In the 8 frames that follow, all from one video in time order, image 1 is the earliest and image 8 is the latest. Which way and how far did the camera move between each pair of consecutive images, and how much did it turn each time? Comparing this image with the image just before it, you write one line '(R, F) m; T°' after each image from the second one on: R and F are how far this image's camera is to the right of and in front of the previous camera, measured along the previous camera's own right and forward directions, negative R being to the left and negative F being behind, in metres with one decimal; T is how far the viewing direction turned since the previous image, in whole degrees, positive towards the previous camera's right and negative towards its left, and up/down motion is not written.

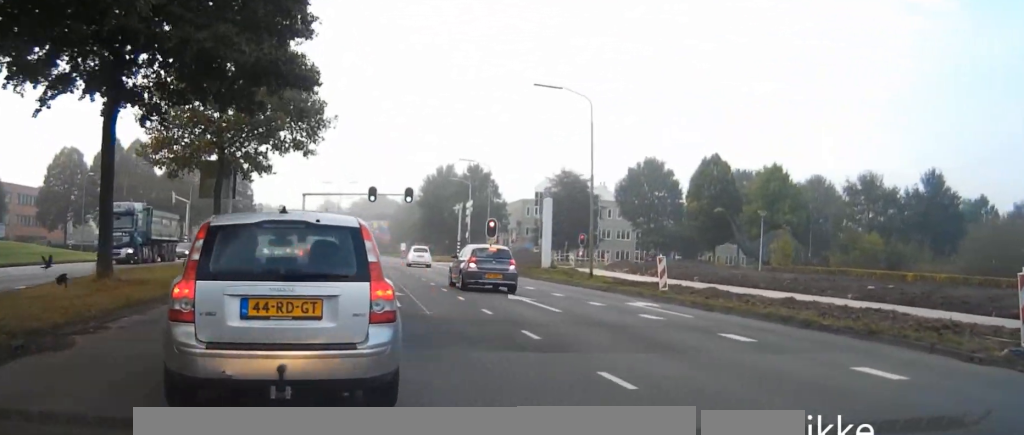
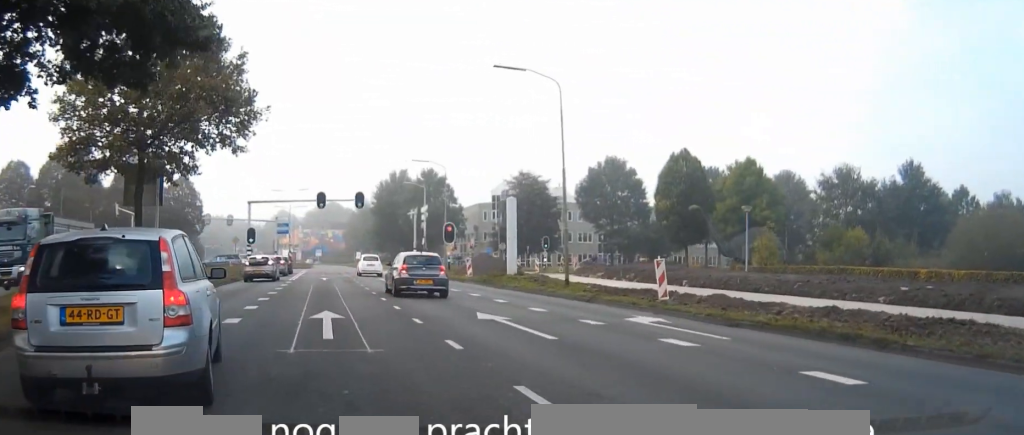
(+0.1, +6.2) m; 0°
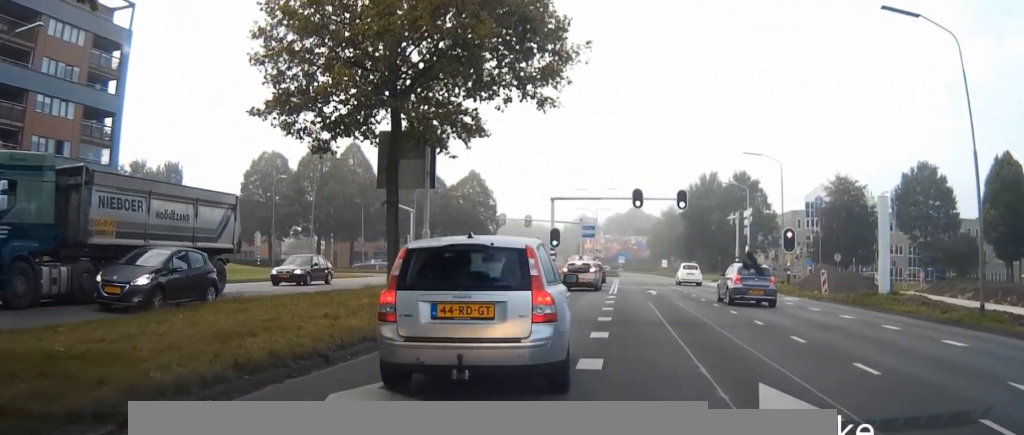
(-0.4, +10.2) m; -7°
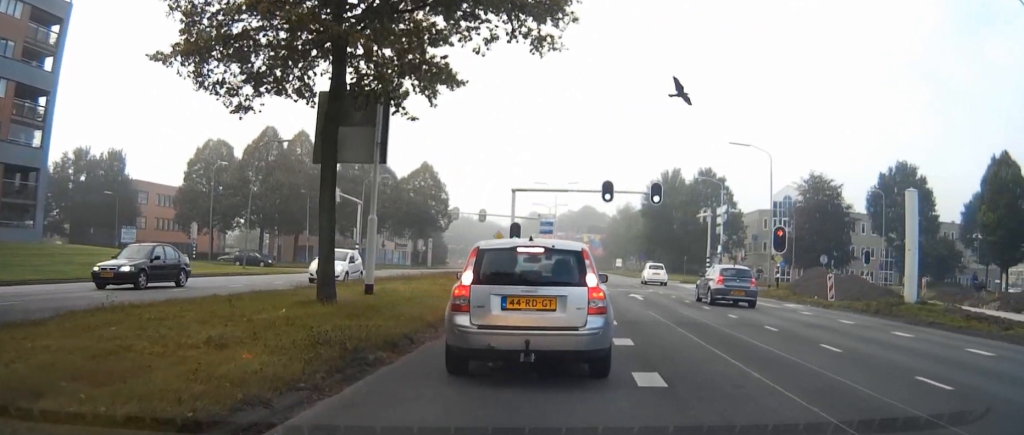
(-0.2, +5.4) m; +2°
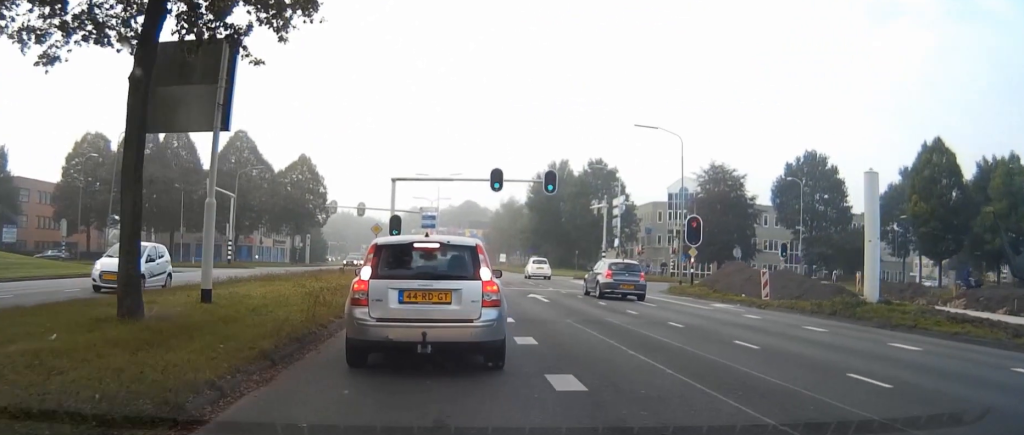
(+0.2, +4.5) m; +5°
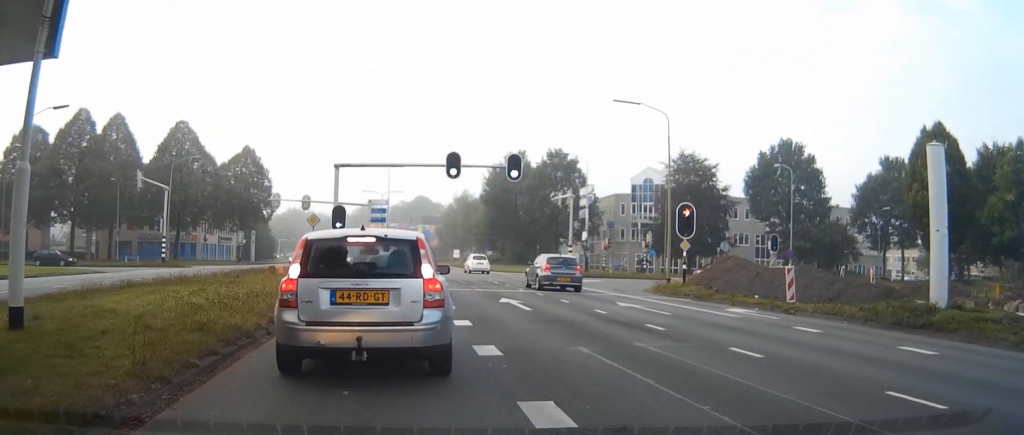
(+0.5, +5.8) m; +3°
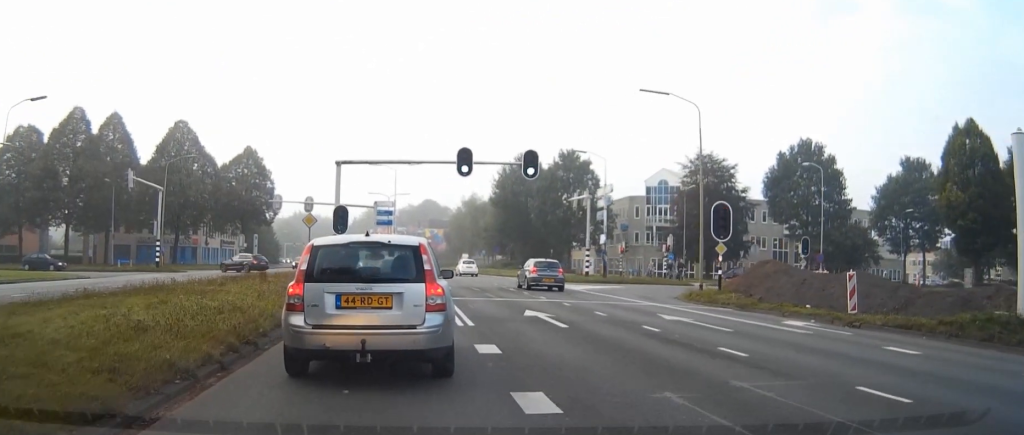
(-0.1, +4.1) m; -2°
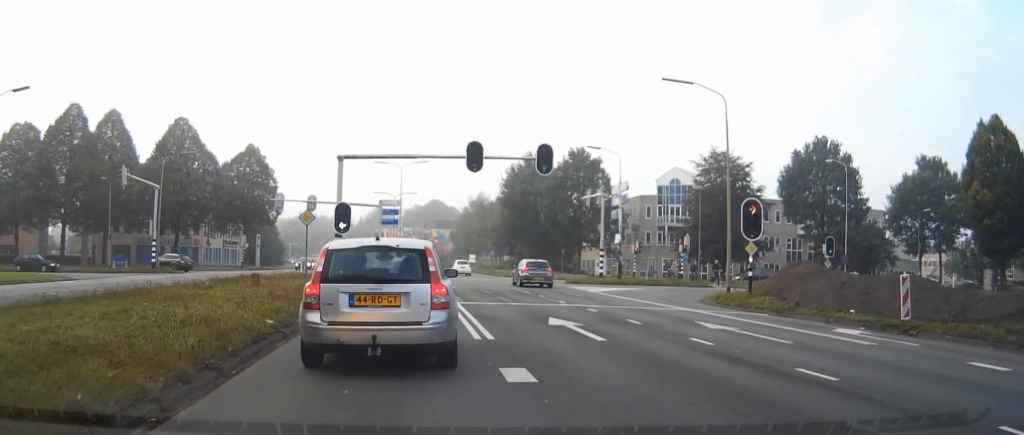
(-0.1, +2.8) m; +1°
